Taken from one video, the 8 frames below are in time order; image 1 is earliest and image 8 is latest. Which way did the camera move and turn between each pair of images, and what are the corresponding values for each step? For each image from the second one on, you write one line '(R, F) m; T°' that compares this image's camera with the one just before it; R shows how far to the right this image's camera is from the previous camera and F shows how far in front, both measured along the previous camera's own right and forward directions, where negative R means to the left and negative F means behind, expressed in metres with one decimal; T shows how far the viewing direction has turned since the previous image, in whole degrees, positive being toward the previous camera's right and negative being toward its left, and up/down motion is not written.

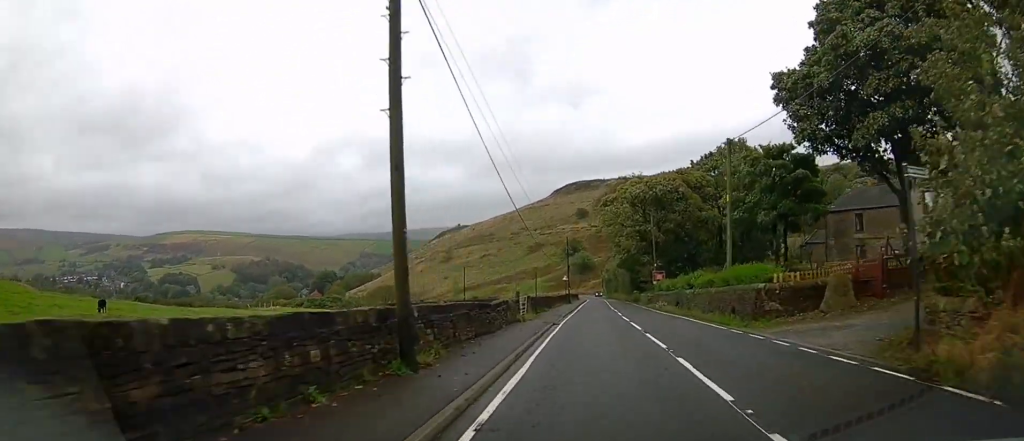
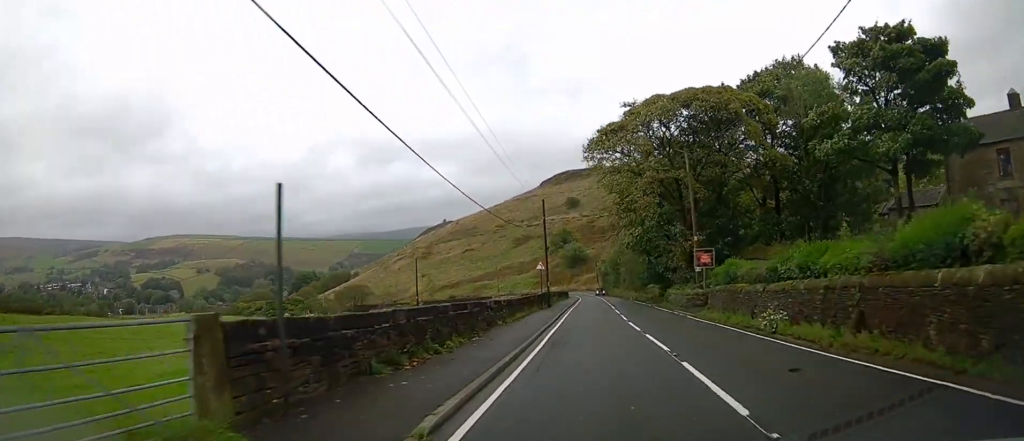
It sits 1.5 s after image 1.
(+0.1, +23.0) m; 0°
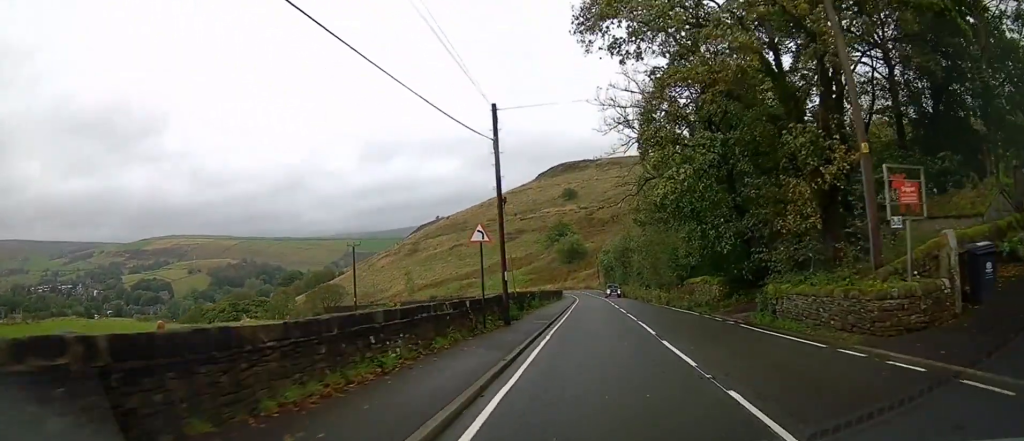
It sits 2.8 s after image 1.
(+0.1, +19.2) m; +1°
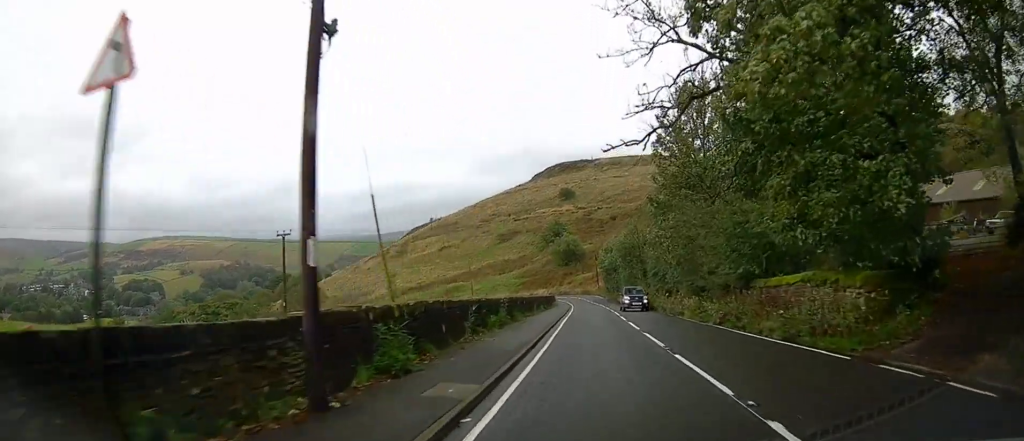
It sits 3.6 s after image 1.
(+0.1, +12.7) m; 0°
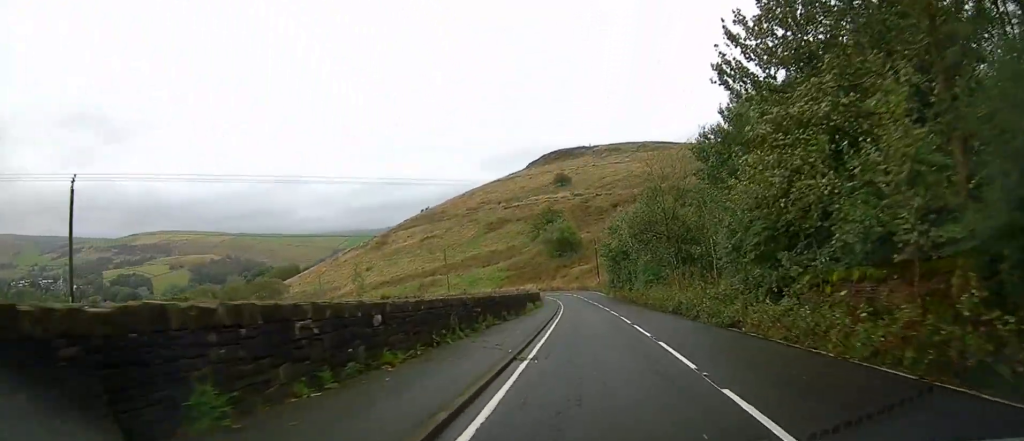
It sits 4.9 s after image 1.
(0.0, +20.4) m; 0°
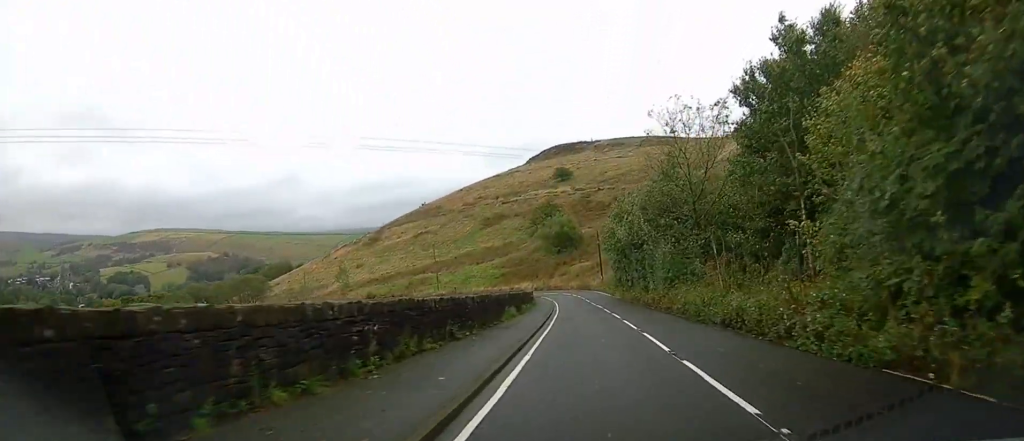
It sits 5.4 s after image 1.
(0.0, +8.9) m; 0°
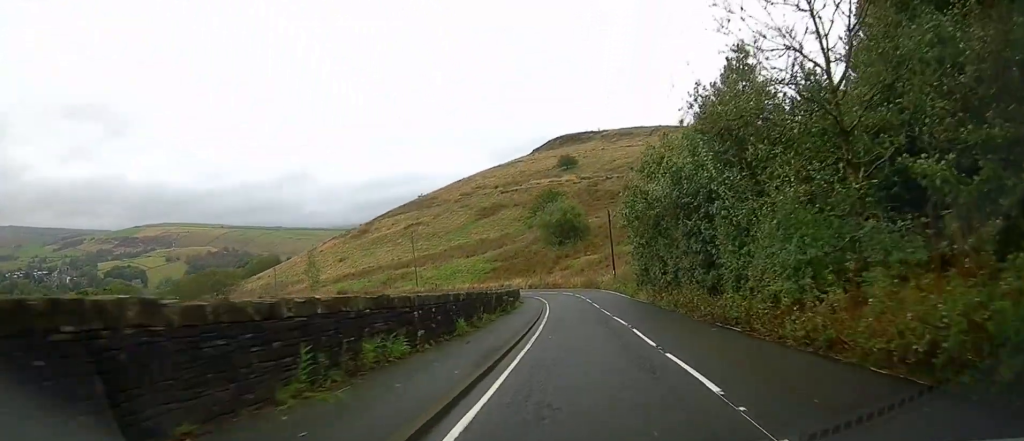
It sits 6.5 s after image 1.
(-0.1, +16.5) m; -2°
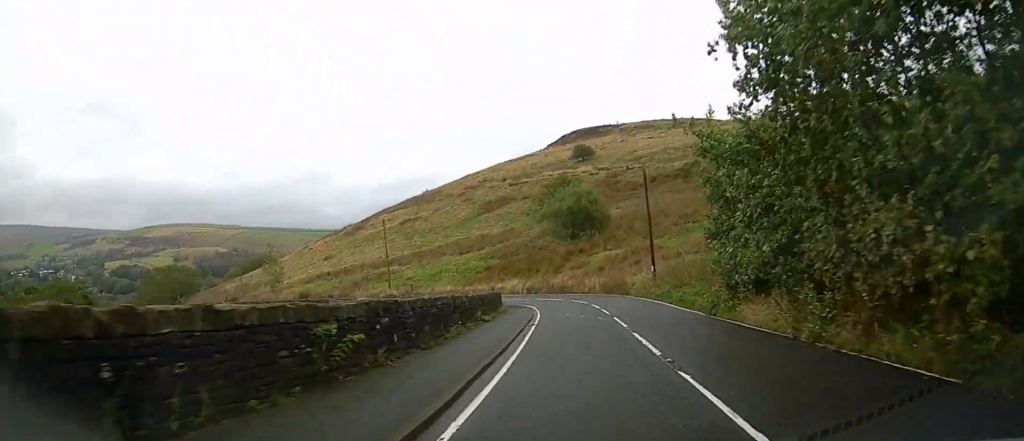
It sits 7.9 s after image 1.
(-0.5, +19.0) m; 0°
